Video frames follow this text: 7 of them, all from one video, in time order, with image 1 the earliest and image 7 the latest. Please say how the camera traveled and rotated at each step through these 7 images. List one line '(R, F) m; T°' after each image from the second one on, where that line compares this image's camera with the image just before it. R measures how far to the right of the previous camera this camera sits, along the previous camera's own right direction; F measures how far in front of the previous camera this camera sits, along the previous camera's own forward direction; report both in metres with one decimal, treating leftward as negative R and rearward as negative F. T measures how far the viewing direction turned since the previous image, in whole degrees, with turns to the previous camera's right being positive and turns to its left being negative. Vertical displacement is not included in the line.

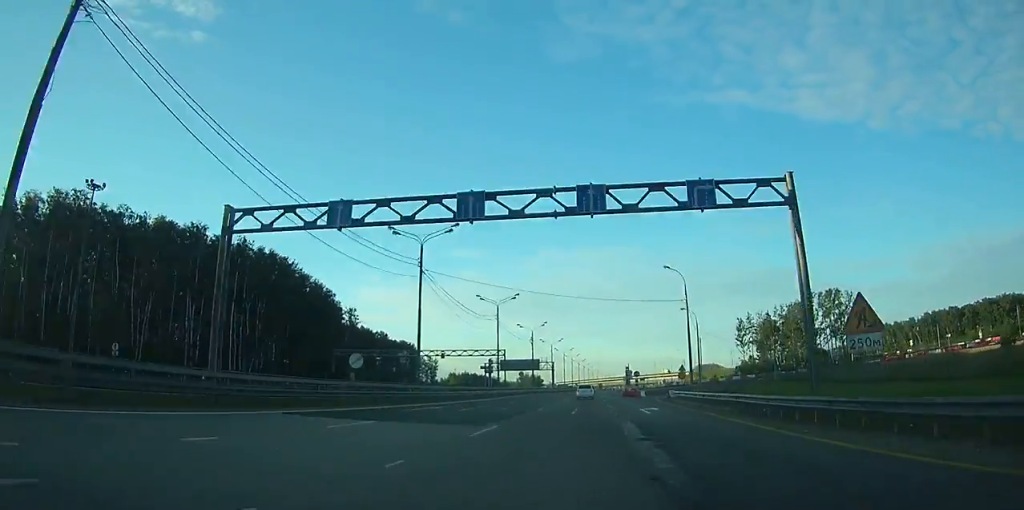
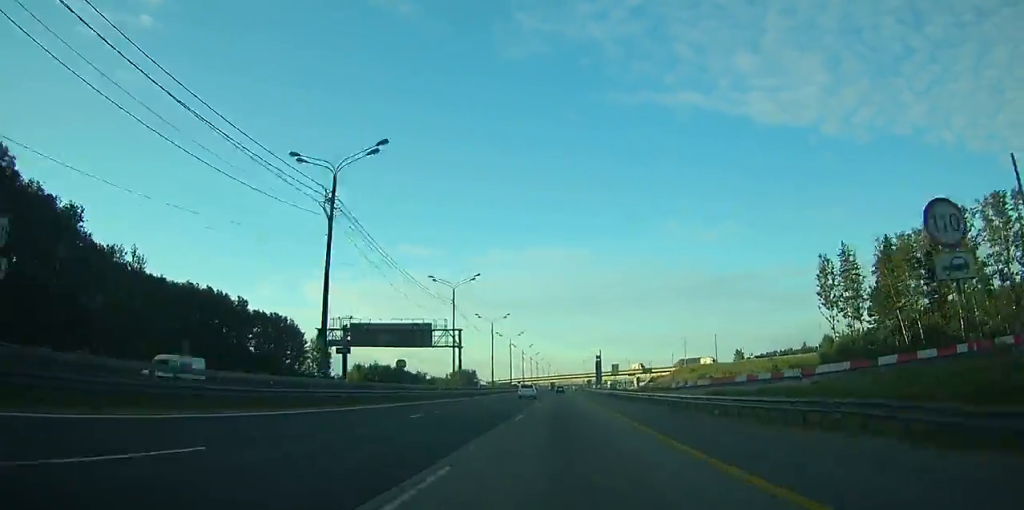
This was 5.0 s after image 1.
(+5.1, +95.6) m; +5°
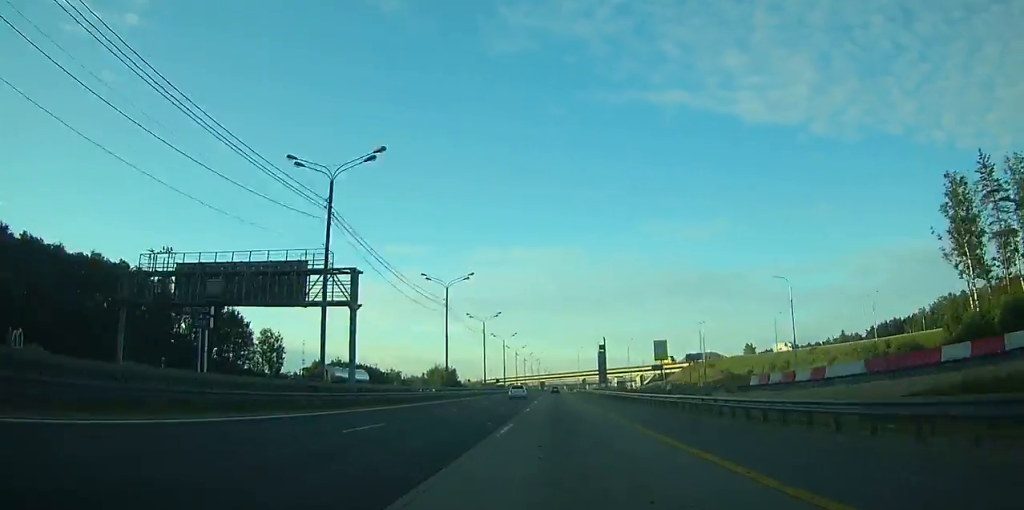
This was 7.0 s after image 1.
(+0.2, +38.4) m; +1°
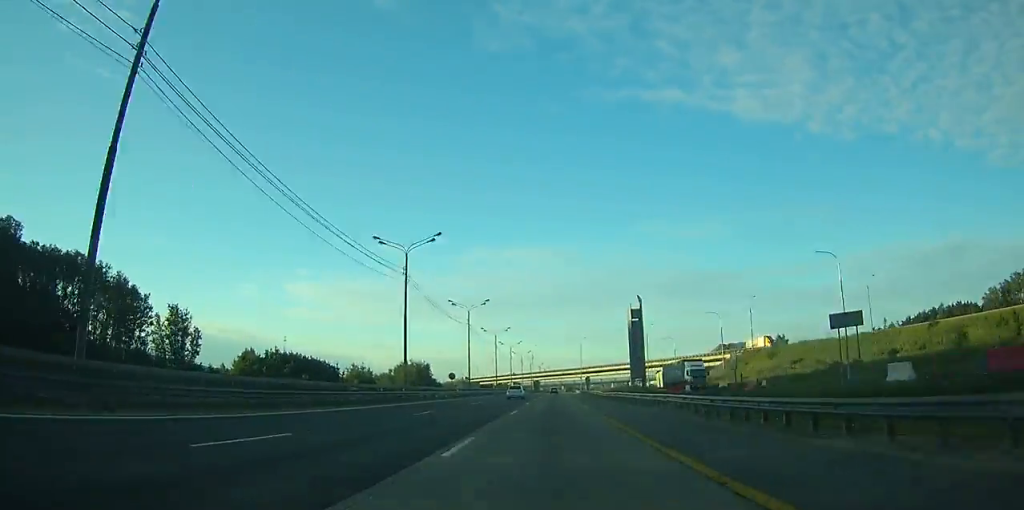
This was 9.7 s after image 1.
(+0.5, +54.6) m; +1°
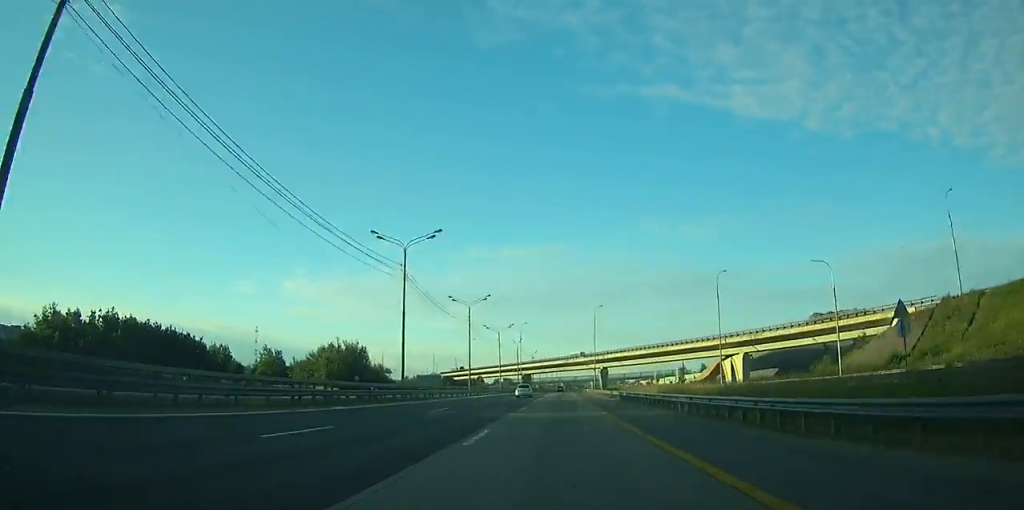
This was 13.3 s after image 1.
(+0.1, +77.5) m; 0°
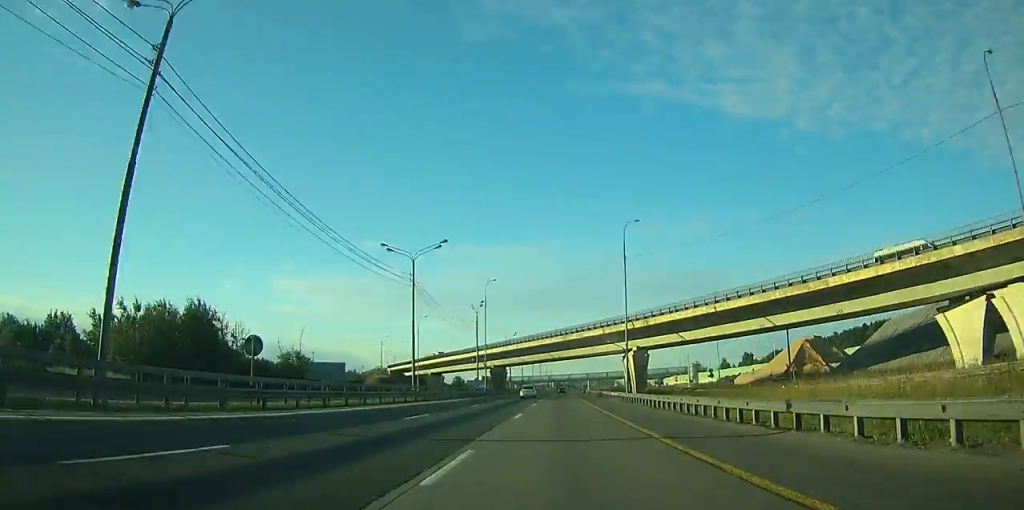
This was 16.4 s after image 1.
(+0.4, +69.5) m; +1°
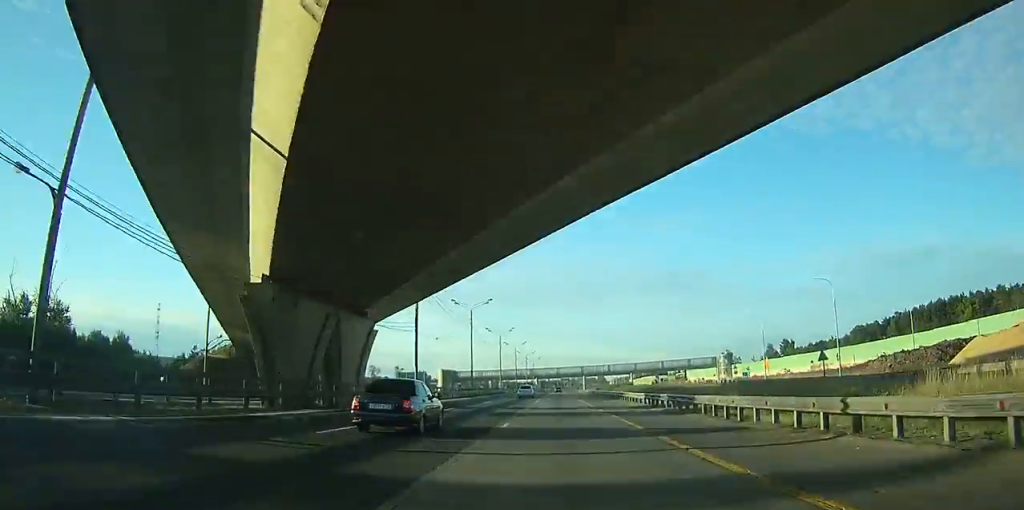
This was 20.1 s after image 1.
(+0.7, +91.1) m; +1°
